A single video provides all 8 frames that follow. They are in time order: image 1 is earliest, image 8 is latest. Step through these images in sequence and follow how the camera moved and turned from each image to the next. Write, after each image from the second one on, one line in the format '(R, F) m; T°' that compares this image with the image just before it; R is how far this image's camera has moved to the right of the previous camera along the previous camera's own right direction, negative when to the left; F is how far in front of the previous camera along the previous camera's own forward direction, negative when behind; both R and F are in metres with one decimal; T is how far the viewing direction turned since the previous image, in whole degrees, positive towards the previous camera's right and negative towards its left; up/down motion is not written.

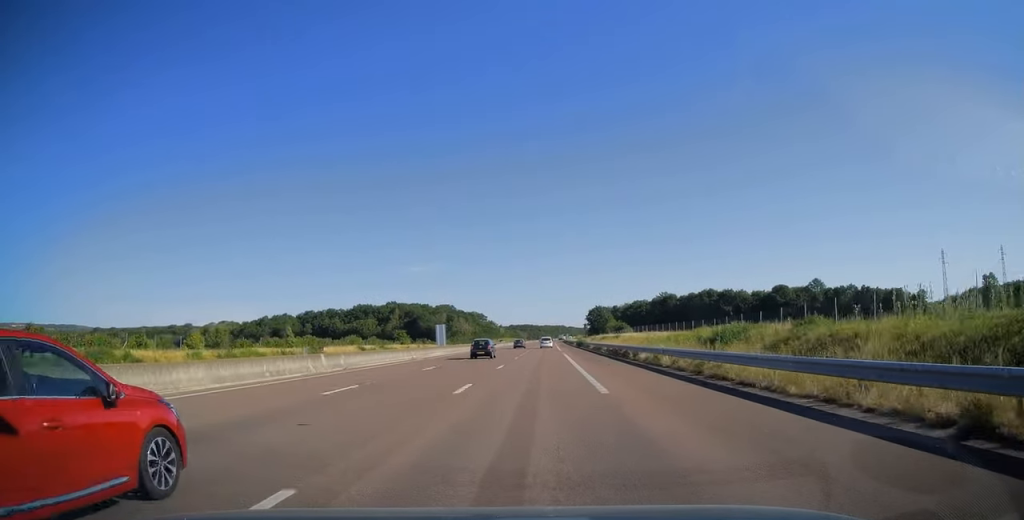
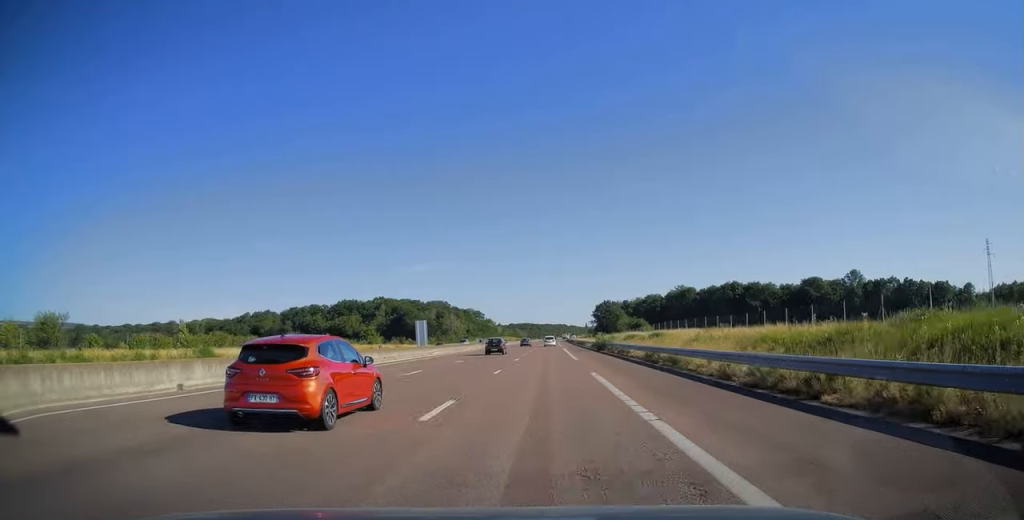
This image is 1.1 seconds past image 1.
(0.0, +31.0) m; 0°
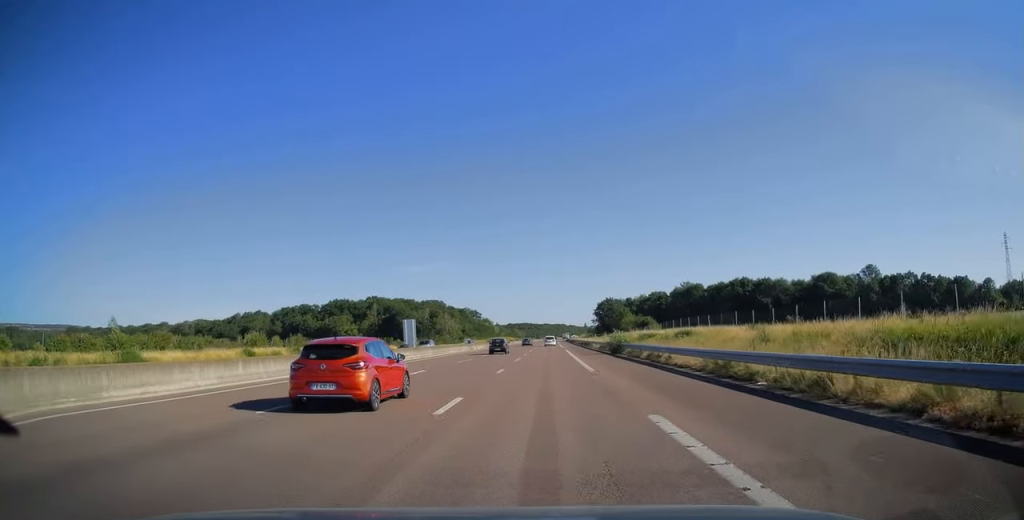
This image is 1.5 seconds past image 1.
(0.0, +12.3) m; 0°
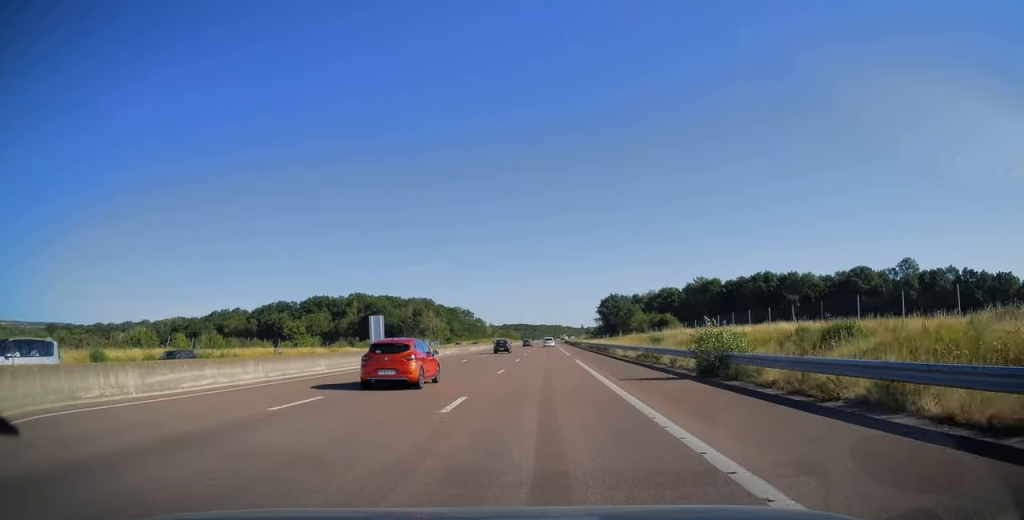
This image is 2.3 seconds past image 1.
(-0.1, +25.5) m; 0°
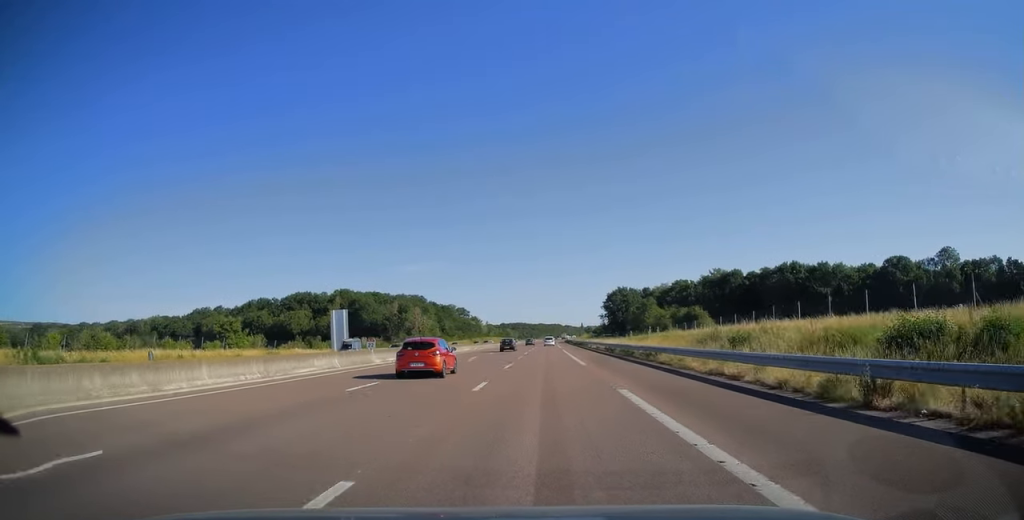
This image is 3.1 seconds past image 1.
(0.0, +21.6) m; 0°
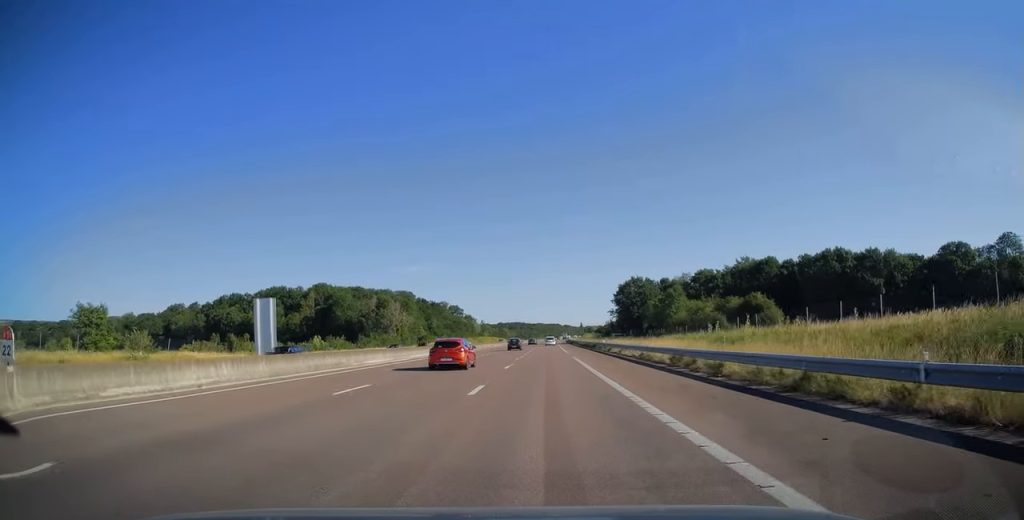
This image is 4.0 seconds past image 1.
(+0.2, +27.0) m; 0°
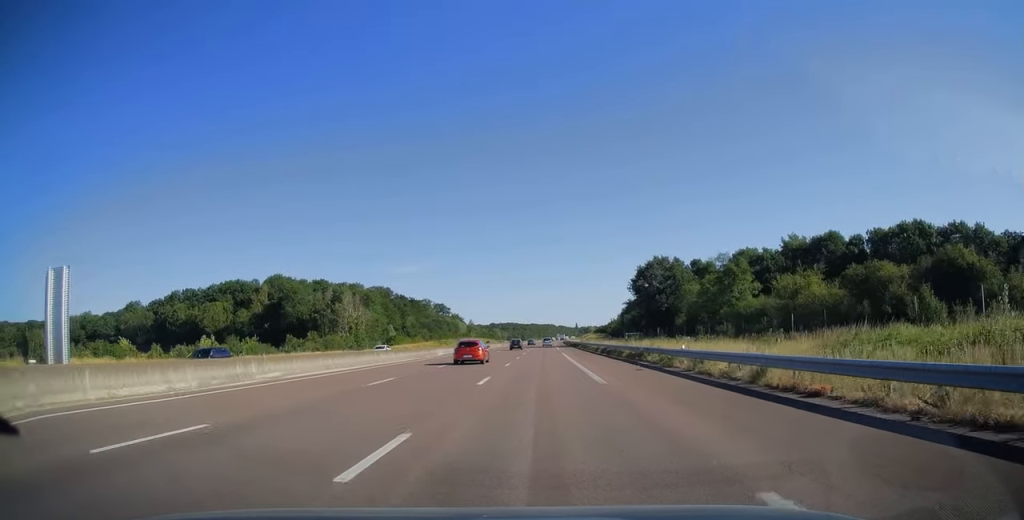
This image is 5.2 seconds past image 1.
(+0.1, +34.9) m; 0°
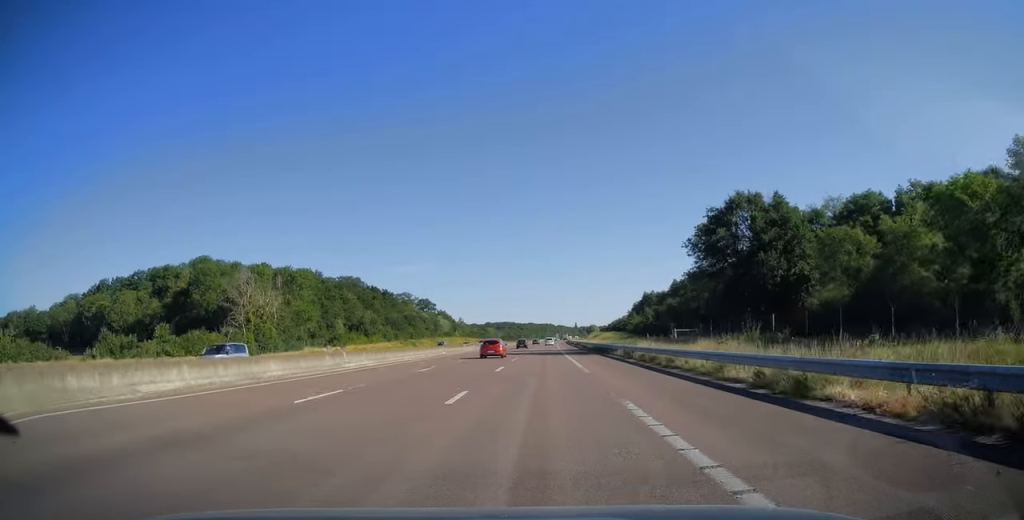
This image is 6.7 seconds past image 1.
(+0.1, +44.8) m; 0°
